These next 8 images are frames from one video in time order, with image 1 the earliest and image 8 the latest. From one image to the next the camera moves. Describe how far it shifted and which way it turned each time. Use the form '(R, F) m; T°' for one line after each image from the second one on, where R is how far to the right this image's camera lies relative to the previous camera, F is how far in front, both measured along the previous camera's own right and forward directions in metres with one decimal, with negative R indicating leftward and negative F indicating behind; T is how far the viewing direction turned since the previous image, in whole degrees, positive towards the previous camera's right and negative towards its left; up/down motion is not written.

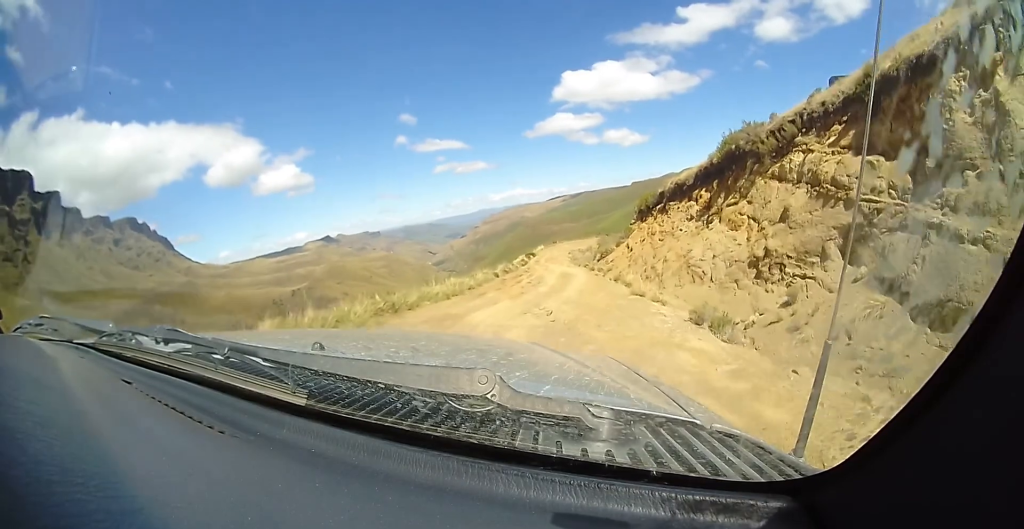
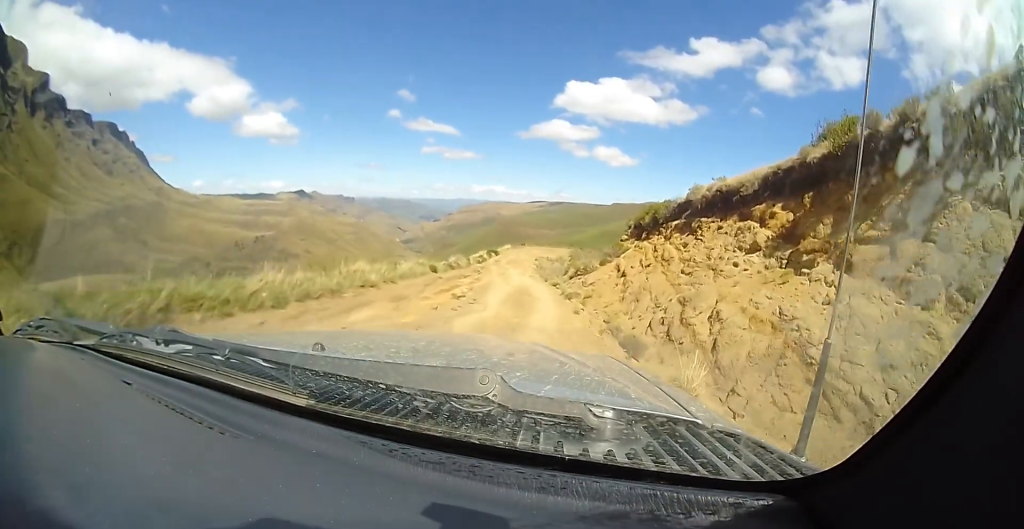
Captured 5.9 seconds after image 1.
(+0.5, +9.2) m; +2°
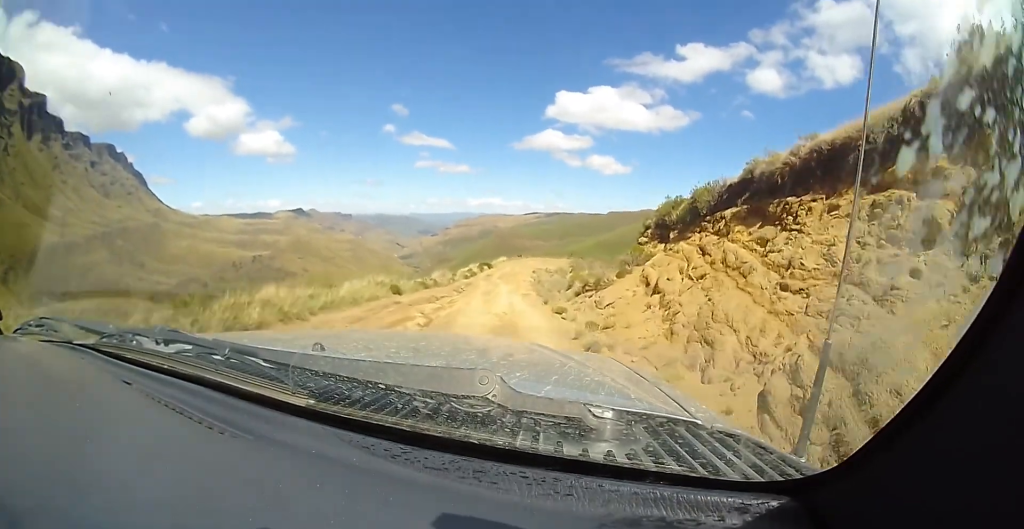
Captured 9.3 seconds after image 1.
(-0.2, +6.1) m; -8°
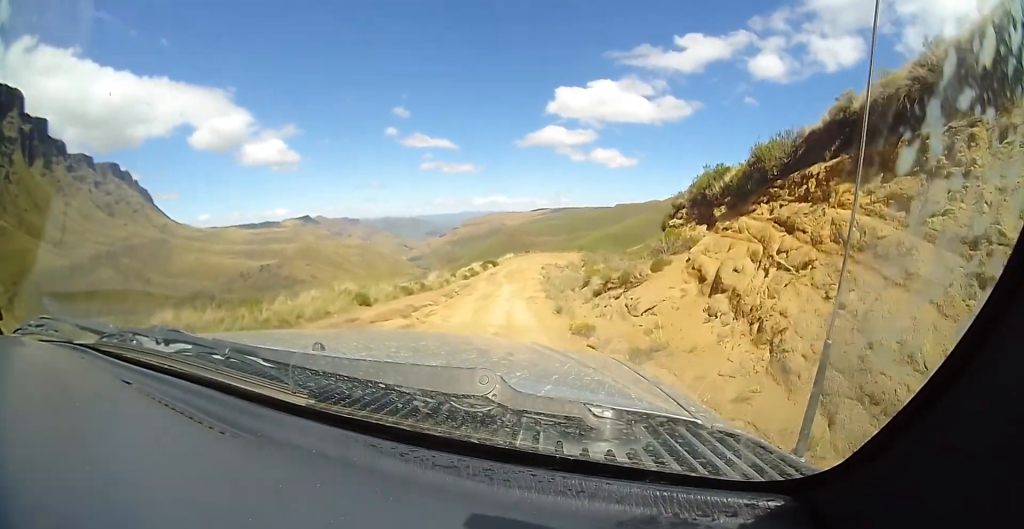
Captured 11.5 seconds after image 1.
(-0.1, +4.0) m; -6°
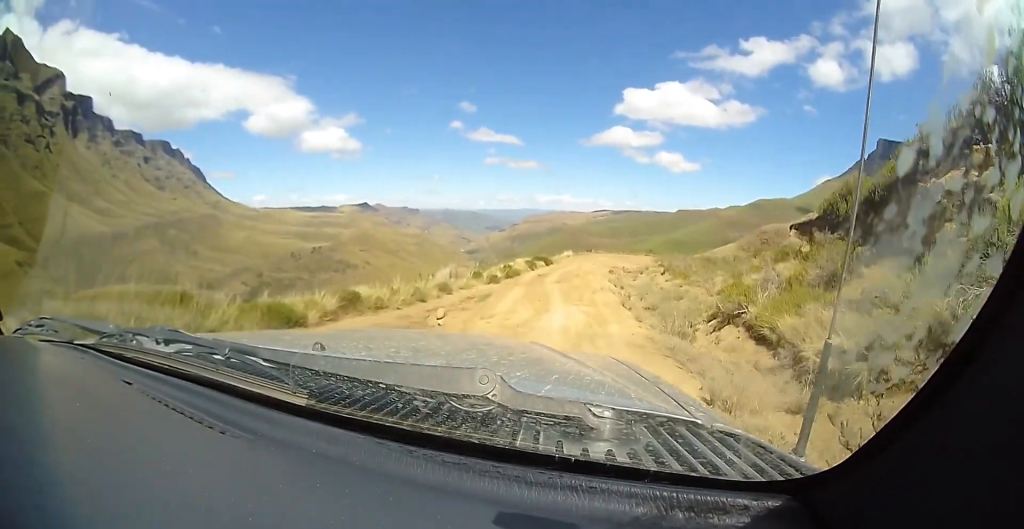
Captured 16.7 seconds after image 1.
(-1.1, +11.0) m; -3°
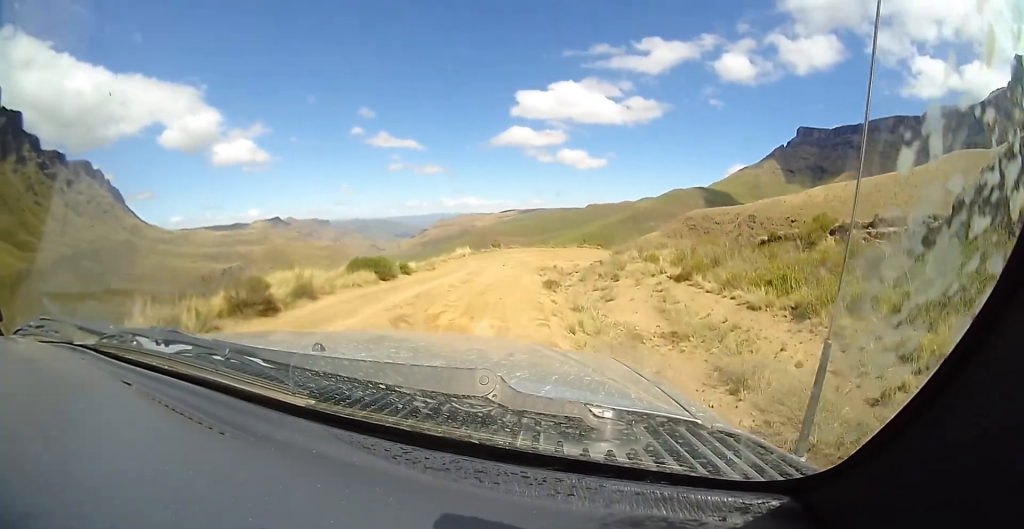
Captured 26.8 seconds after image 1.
(+5.1, +22.5) m; +22°
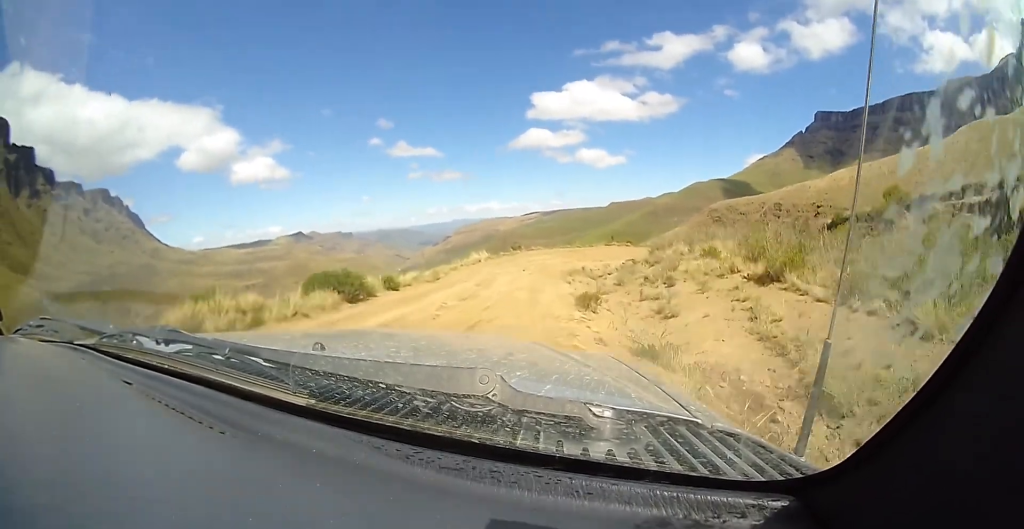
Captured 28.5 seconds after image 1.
(-0.1, +4.0) m; 0°
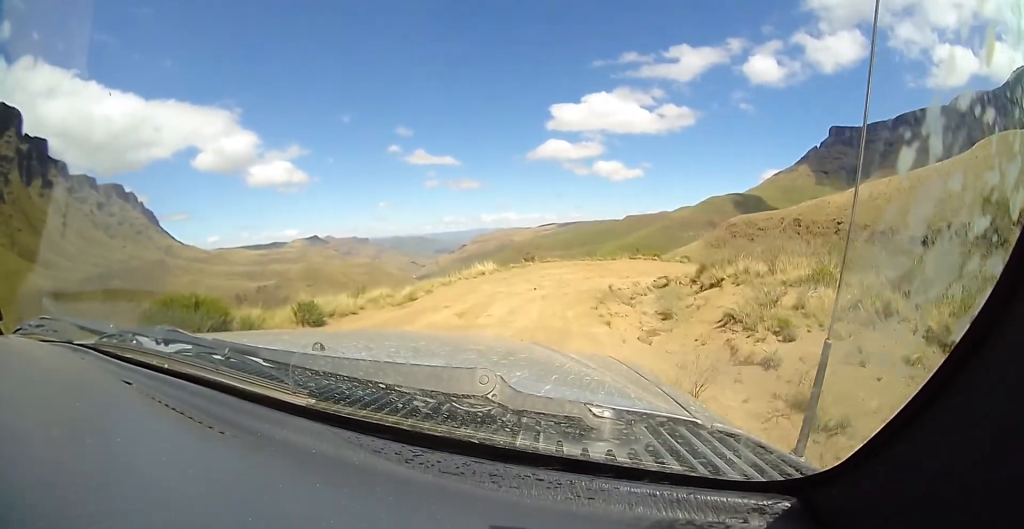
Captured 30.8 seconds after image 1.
(-0.1, +5.2) m; -1°
